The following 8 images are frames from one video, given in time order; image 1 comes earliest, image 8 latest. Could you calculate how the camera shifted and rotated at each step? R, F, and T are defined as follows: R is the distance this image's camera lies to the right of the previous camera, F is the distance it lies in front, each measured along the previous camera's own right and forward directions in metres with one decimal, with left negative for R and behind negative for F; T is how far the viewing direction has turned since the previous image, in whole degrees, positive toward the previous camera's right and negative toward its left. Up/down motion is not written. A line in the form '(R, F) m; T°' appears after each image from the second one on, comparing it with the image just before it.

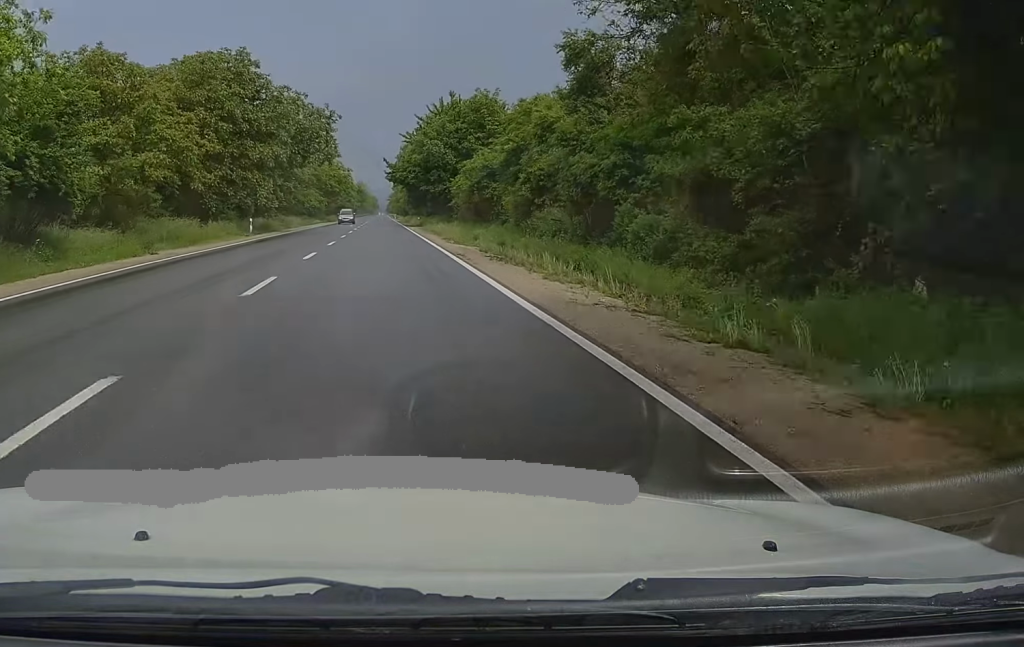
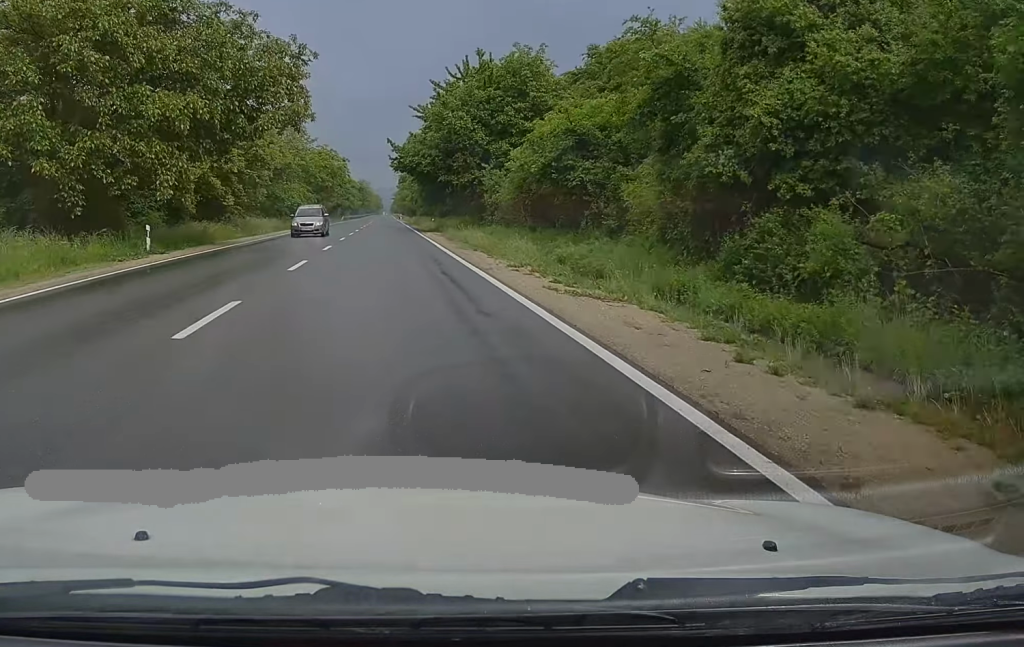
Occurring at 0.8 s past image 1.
(-0.3, +21.7) m; -1°
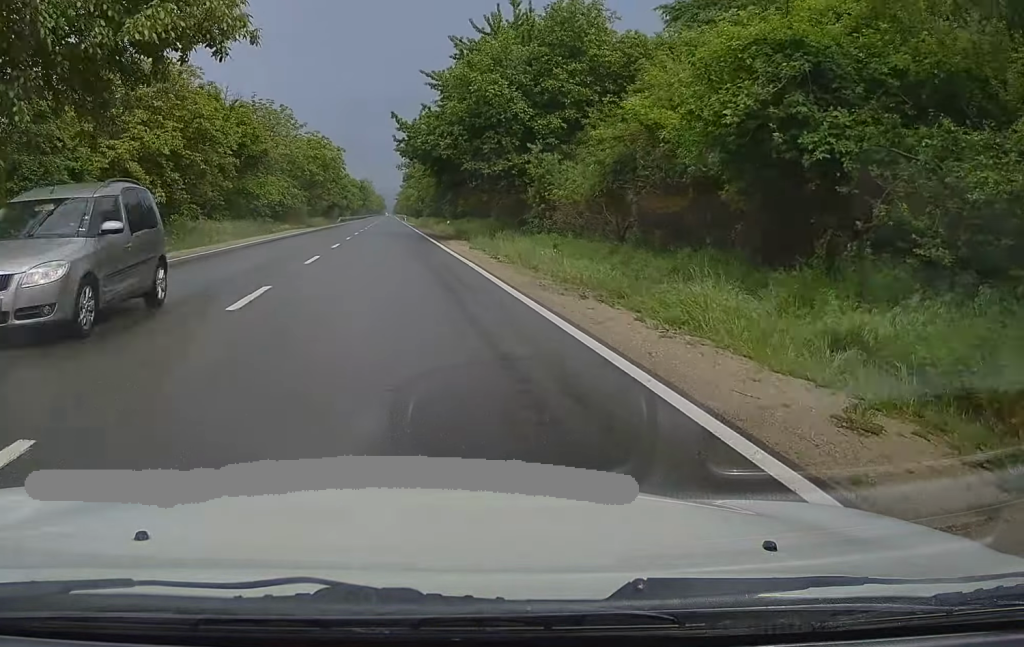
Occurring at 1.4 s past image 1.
(-0.2, +15.6) m; 0°
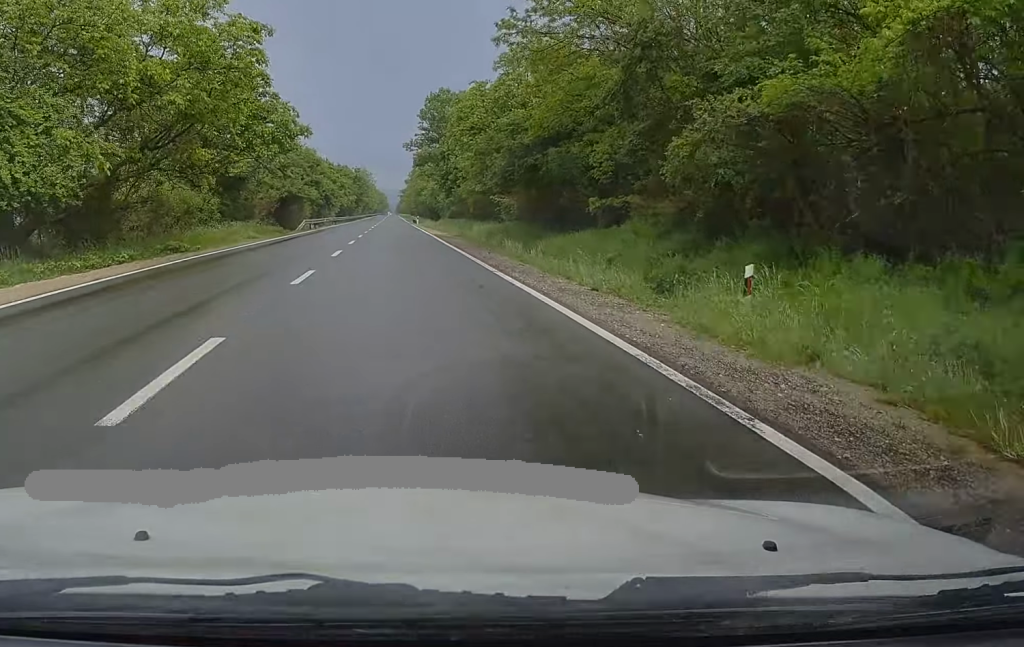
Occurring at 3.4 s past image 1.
(+0.7, +50.0) m; +1°
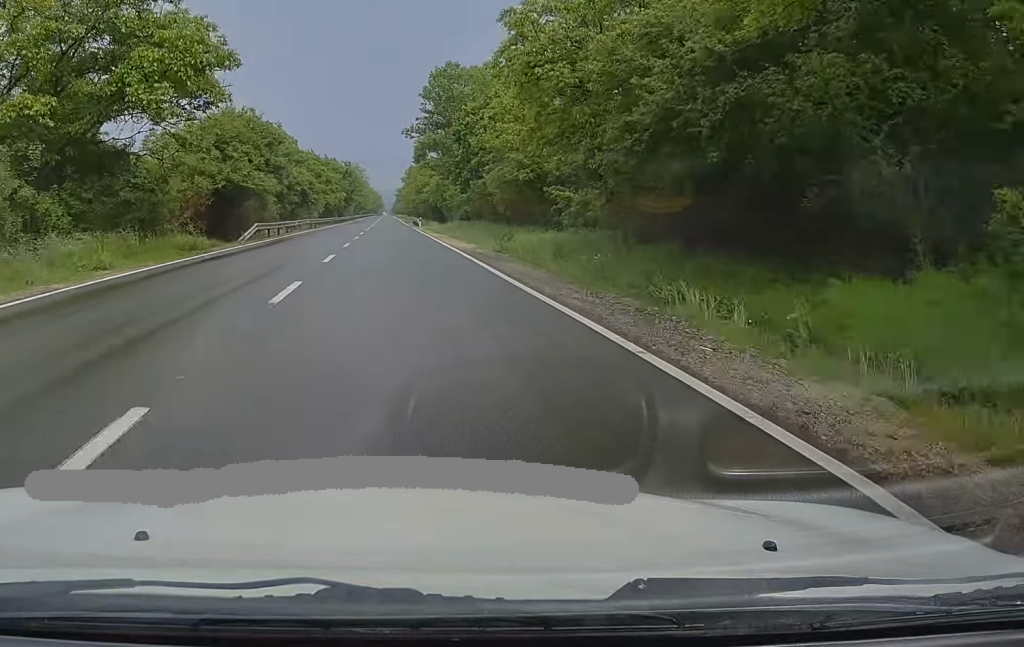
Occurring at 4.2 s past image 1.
(0.0, +20.5) m; 0°
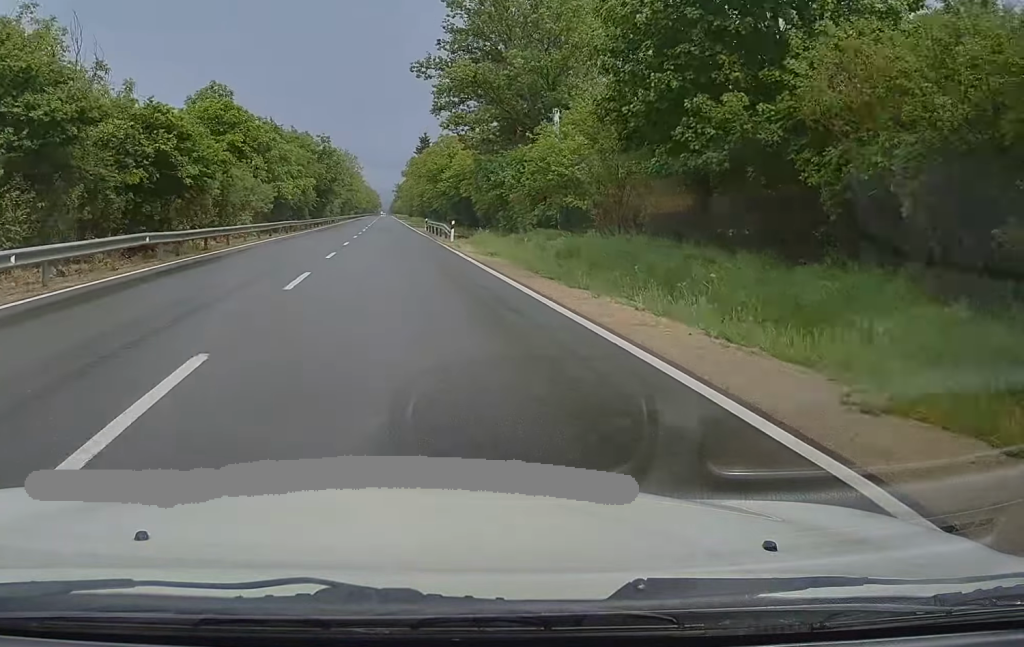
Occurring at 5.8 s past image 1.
(0.0, +42.3) m; 0°
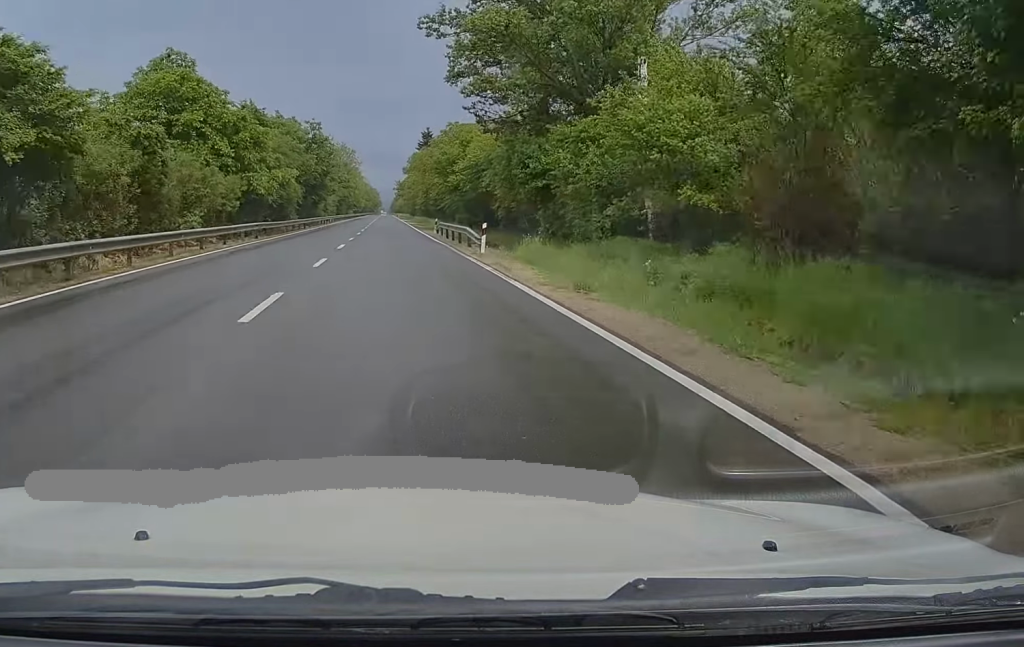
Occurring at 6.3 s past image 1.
(0.0, +12.7) m; 0°
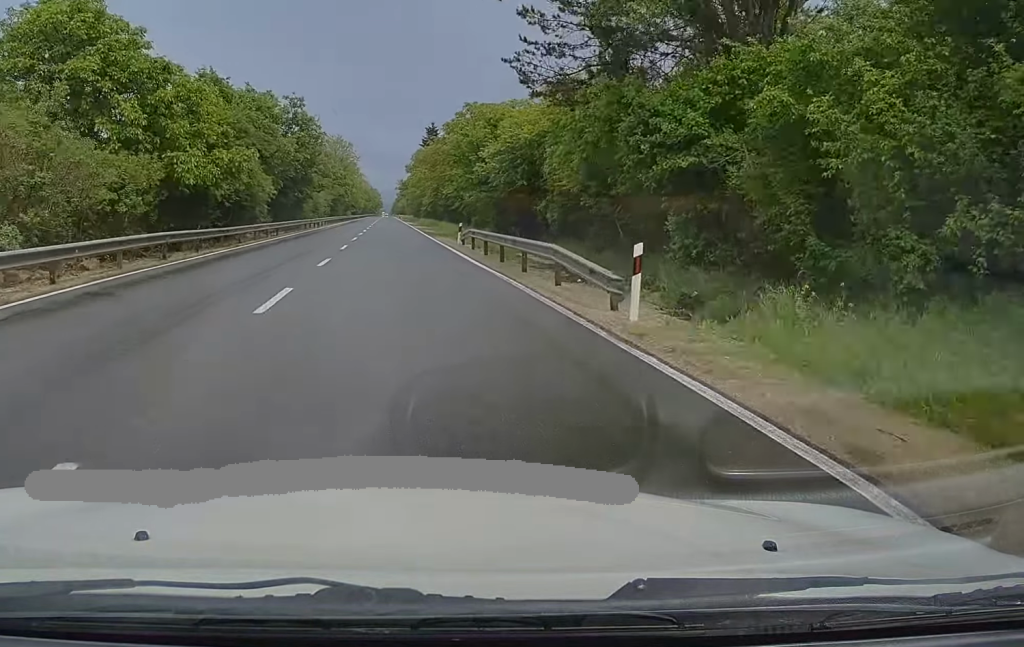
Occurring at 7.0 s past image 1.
(-0.1, +16.9) m; 0°
